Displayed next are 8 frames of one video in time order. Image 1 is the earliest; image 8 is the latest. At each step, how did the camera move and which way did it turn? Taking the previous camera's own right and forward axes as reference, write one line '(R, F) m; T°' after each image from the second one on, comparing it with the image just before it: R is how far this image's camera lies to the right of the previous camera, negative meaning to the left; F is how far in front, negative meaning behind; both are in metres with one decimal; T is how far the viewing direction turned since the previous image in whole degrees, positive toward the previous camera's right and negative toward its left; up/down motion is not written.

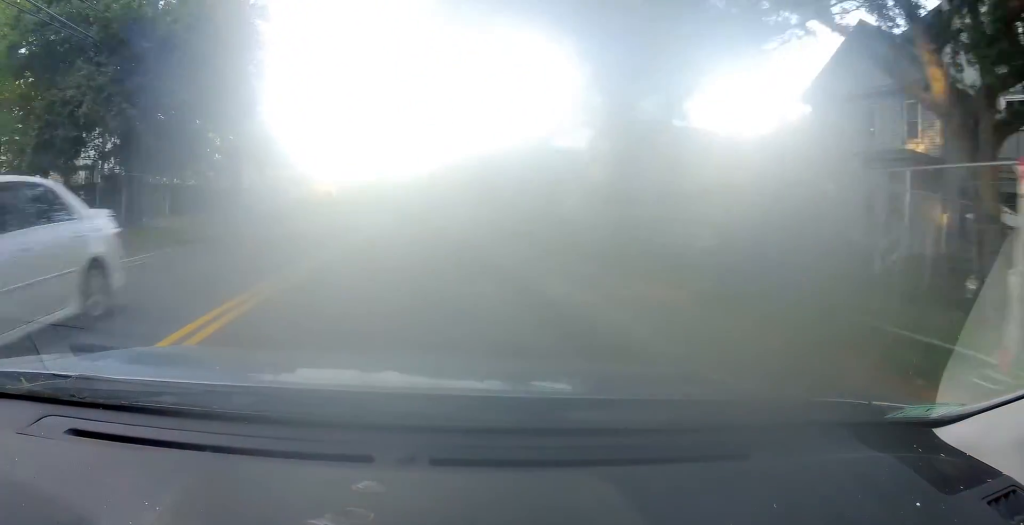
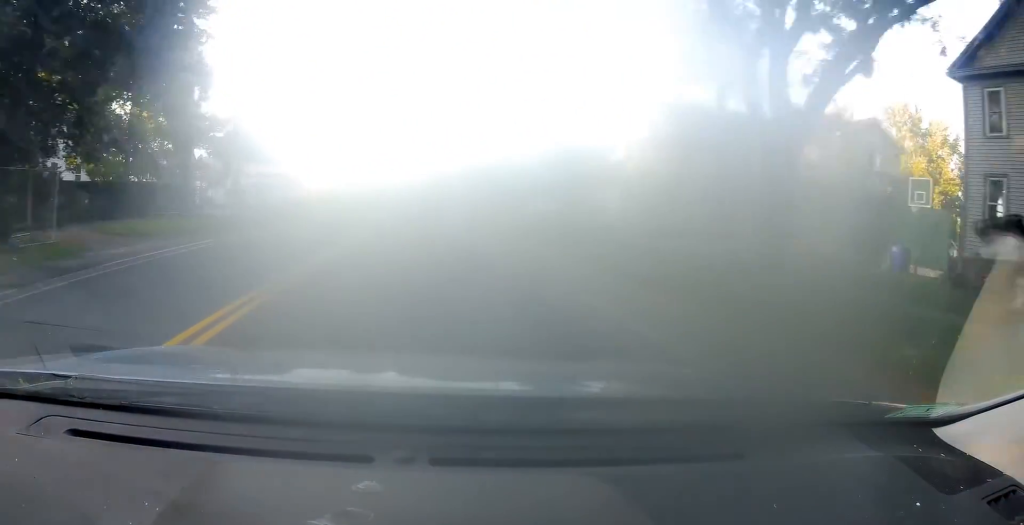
(+0.1, +7.9) m; 0°
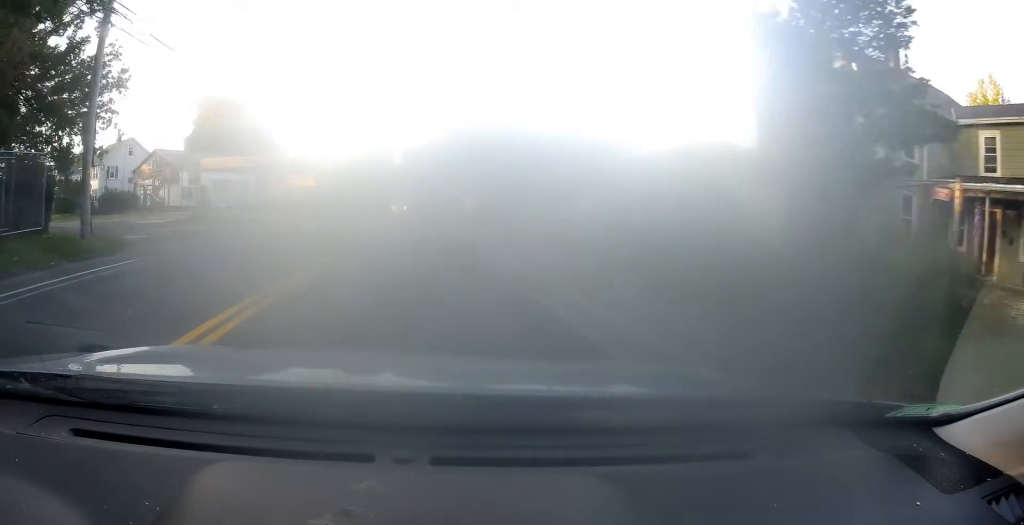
(-0.3, +14.8) m; -1°
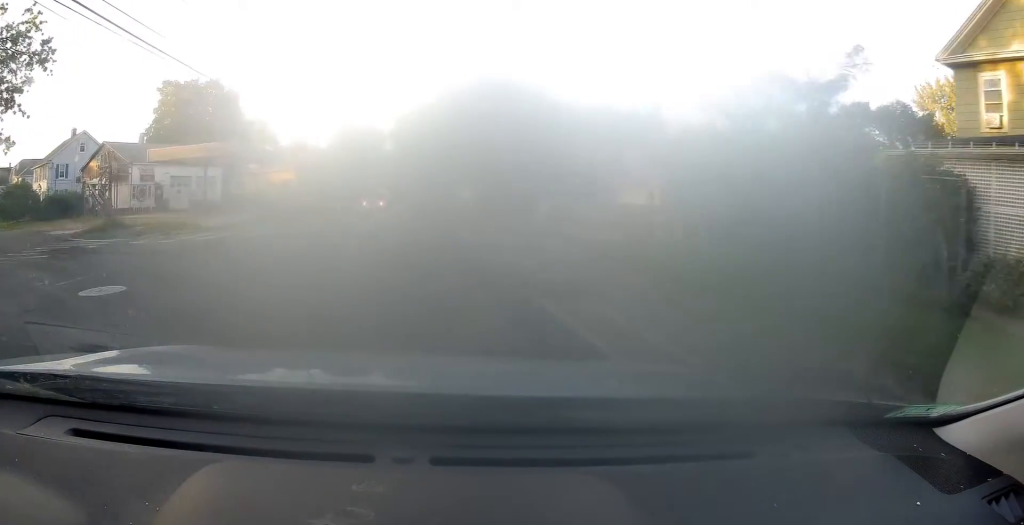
(-0.1, +10.5) m; +2°
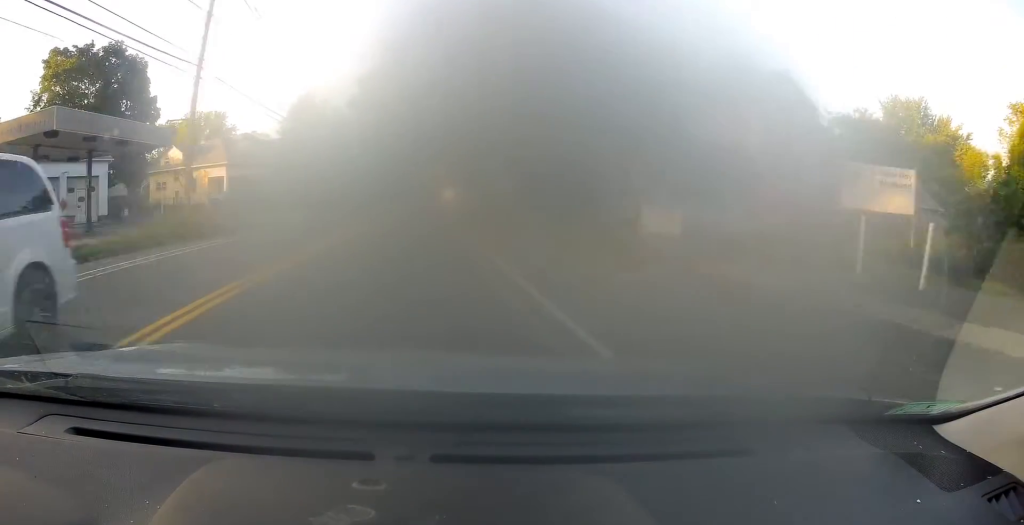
(+0.8, +20.7) m; +1°
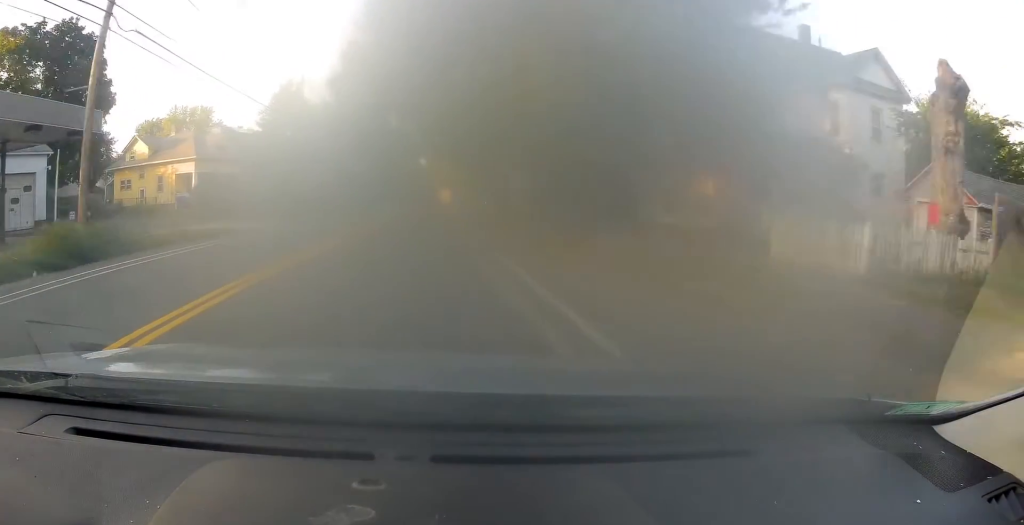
(-0.1, +7.6) m; -1°
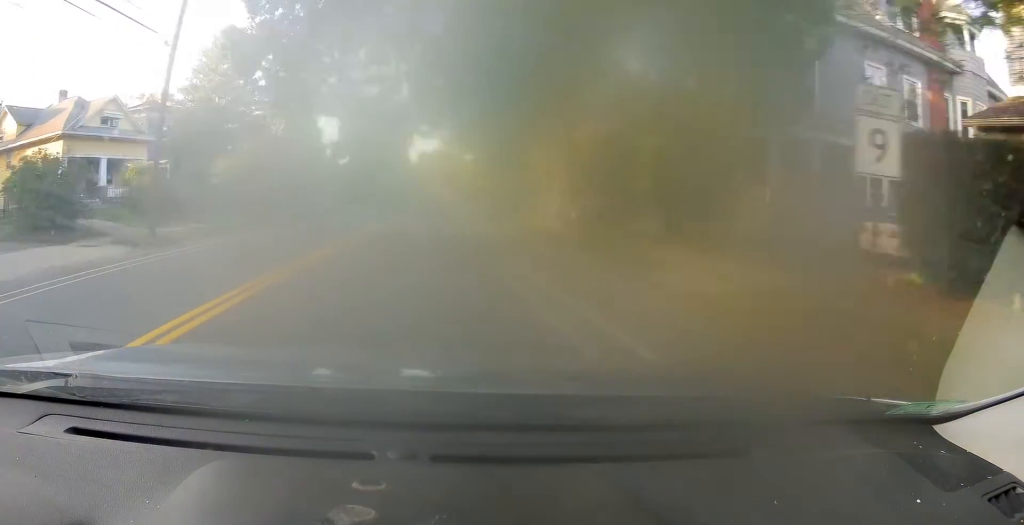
(-0.1, +19.8) m; +1°
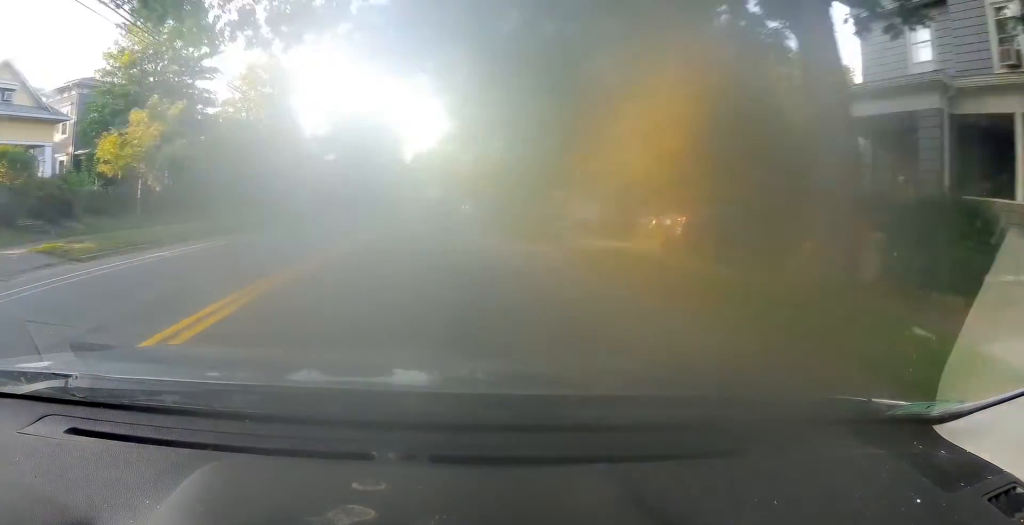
(+0.3, +10.5) m; +1°
